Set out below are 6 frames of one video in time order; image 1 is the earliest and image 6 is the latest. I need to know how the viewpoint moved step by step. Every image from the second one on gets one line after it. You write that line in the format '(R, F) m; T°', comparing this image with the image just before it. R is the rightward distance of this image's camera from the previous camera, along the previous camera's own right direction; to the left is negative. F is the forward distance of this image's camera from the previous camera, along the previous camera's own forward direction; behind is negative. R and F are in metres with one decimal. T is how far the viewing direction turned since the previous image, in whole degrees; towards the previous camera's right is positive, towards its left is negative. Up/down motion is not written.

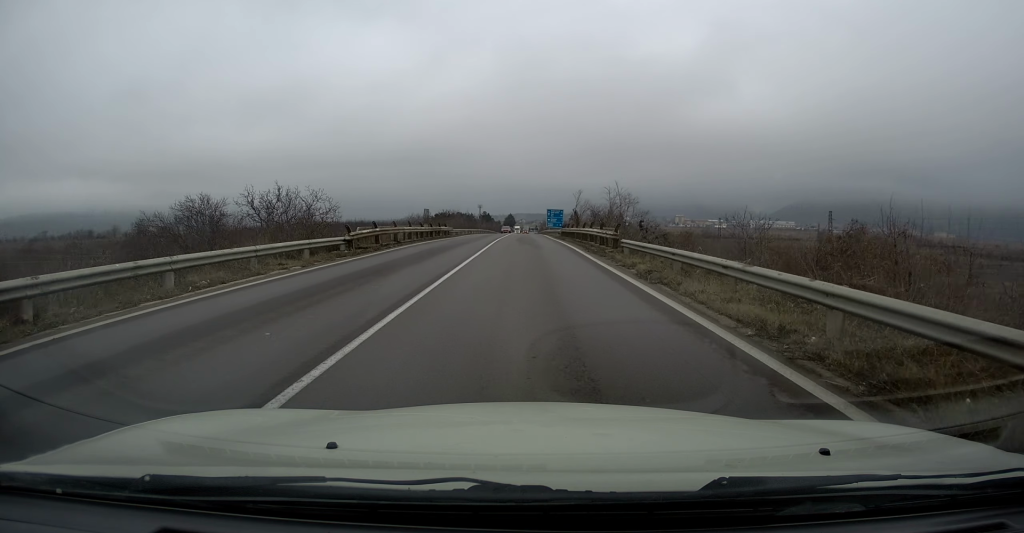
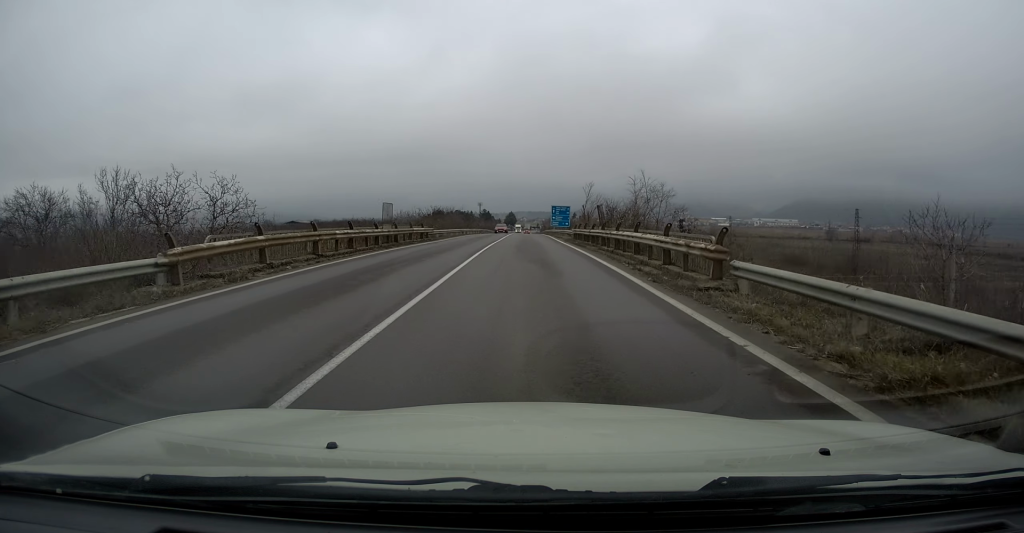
(+0.2, +11.7) m; 0°
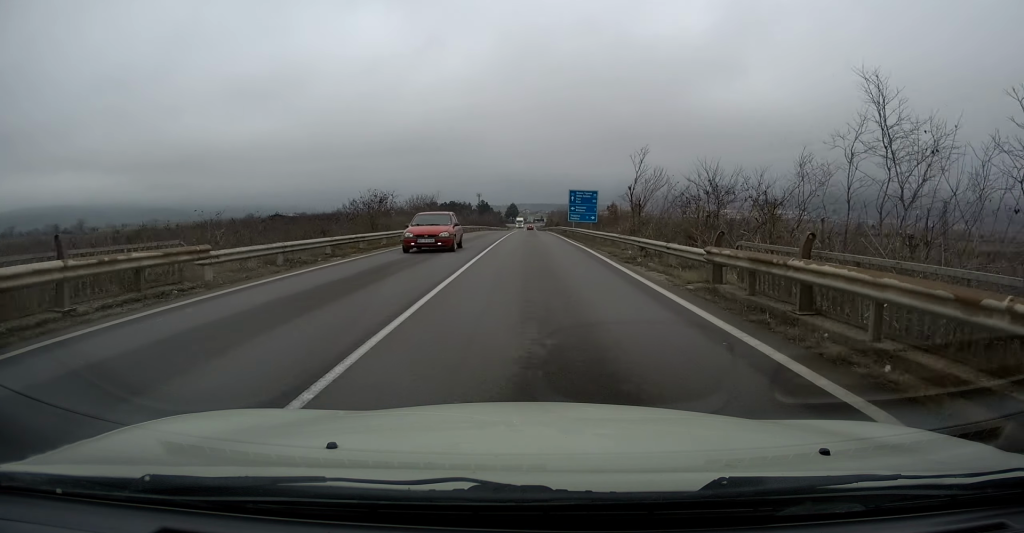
(-0.1, +29.9) m; 0°
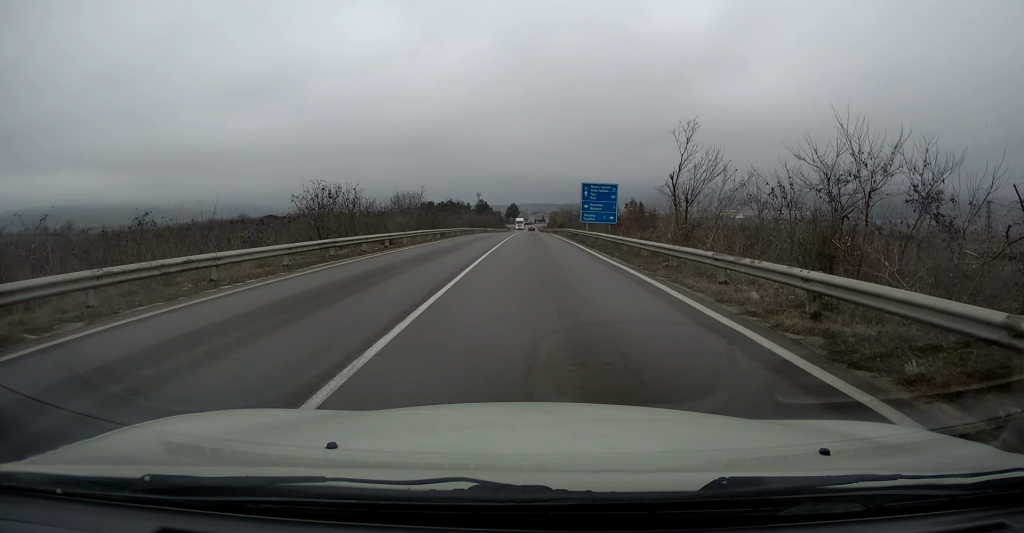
(0.0, +11.5) m; 0°
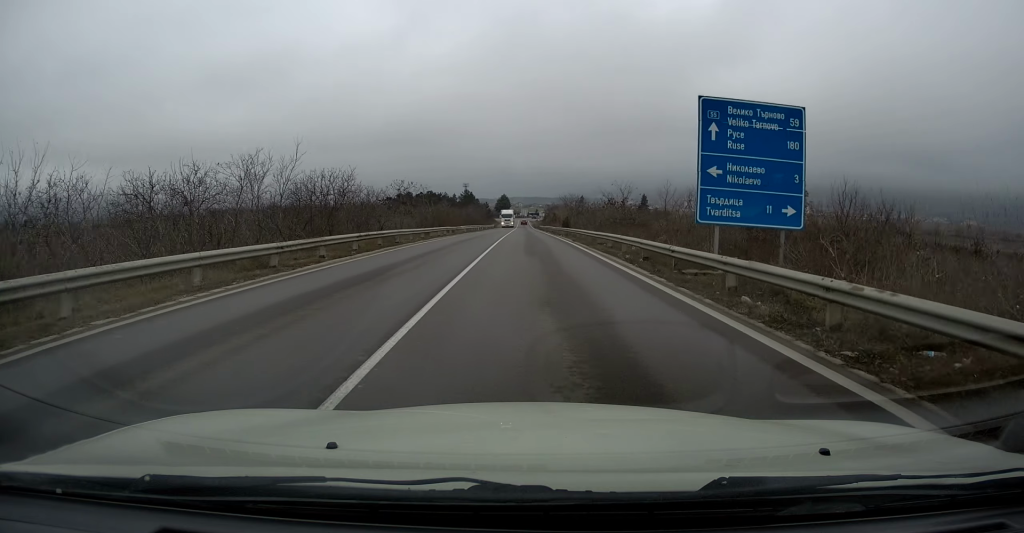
(+0.2, +31.0) m; +2°
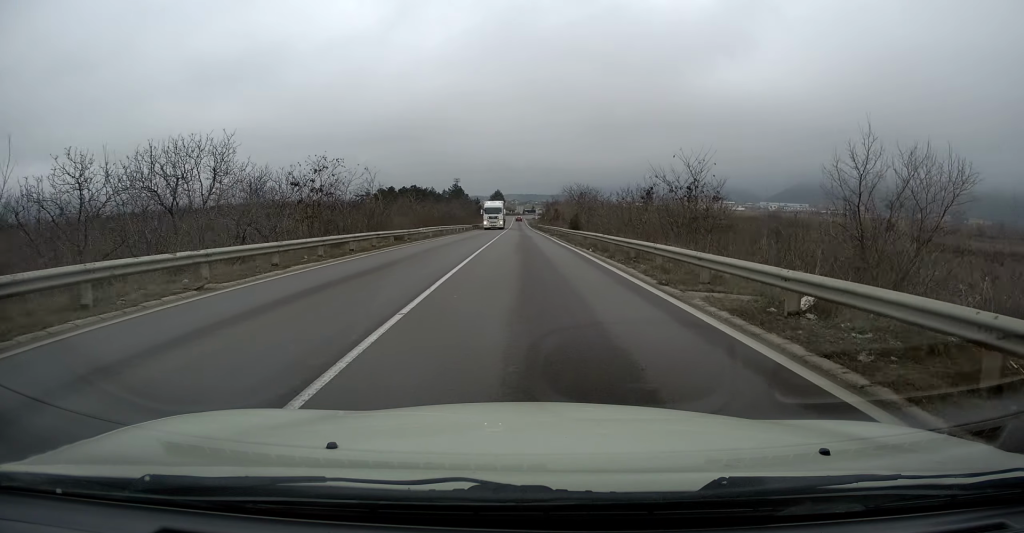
(+0.1, +22.1) m; 0°
